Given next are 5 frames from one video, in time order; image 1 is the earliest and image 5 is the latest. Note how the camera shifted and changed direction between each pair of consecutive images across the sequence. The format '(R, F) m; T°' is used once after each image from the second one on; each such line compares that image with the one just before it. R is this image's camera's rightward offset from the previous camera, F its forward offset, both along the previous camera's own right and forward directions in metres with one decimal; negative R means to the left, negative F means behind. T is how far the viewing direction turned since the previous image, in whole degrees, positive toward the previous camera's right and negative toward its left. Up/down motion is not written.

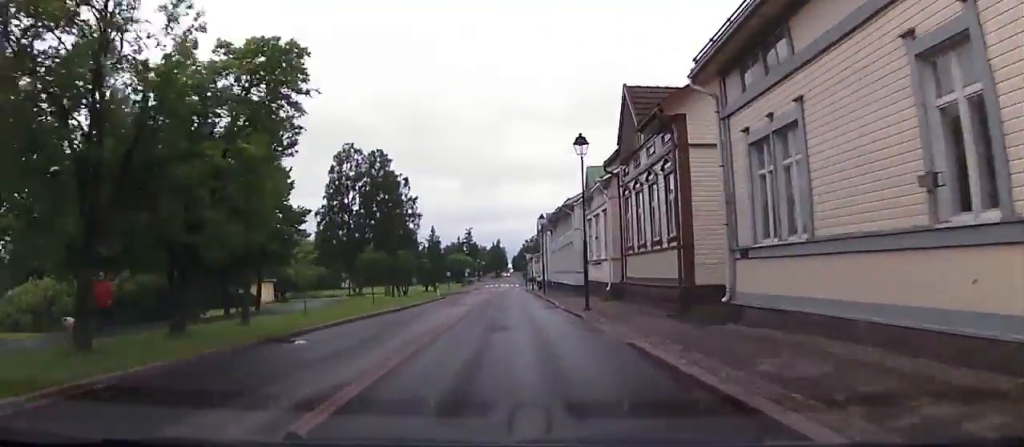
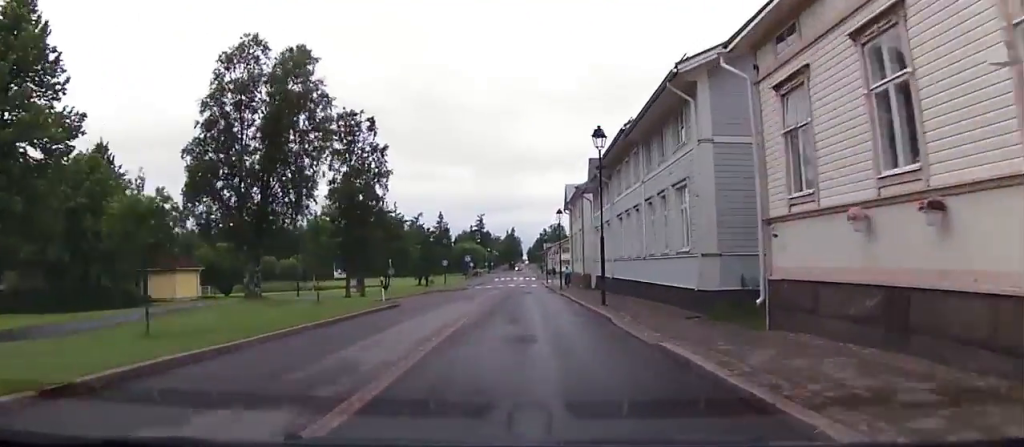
(-0.7, +22.2) m; -2°
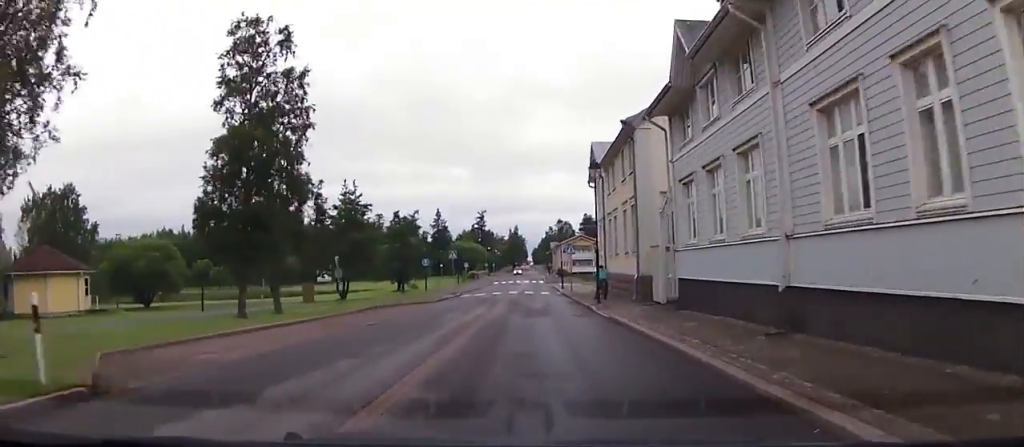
(0.0, +18.3) m; -1°
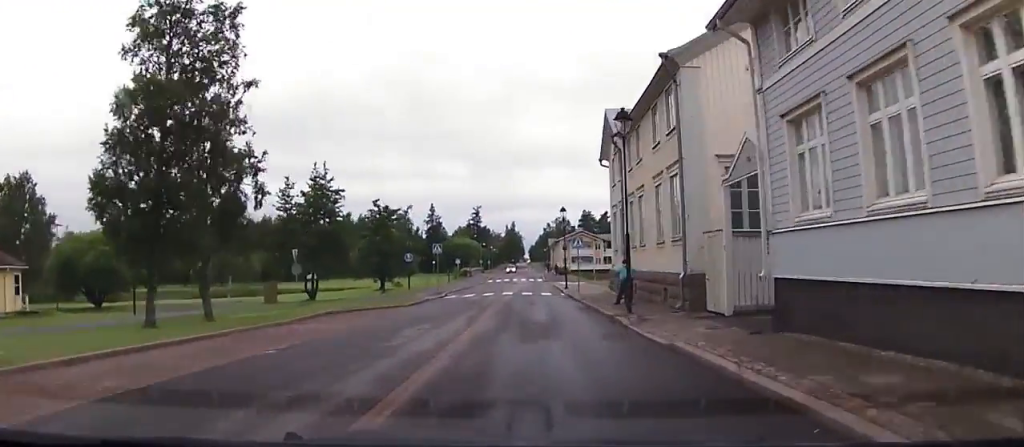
(-0.1, +7.2) m; 0°
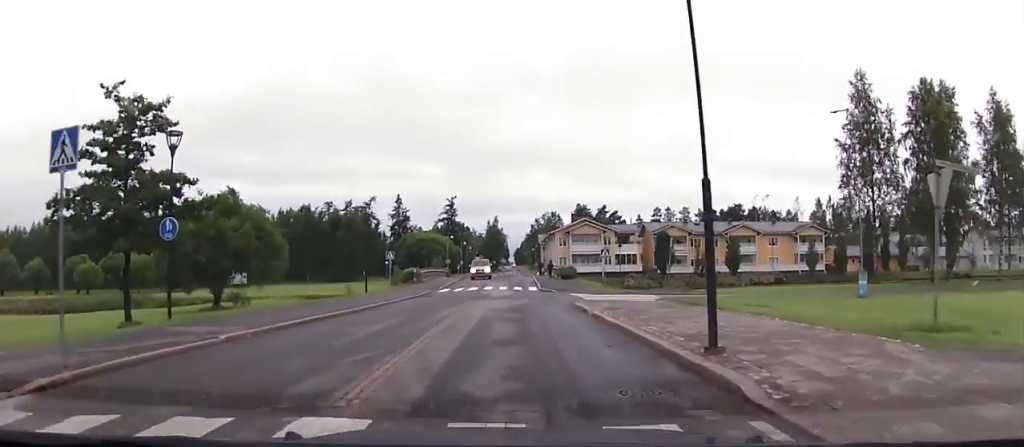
(+0.7, +36.8) m; +3°
